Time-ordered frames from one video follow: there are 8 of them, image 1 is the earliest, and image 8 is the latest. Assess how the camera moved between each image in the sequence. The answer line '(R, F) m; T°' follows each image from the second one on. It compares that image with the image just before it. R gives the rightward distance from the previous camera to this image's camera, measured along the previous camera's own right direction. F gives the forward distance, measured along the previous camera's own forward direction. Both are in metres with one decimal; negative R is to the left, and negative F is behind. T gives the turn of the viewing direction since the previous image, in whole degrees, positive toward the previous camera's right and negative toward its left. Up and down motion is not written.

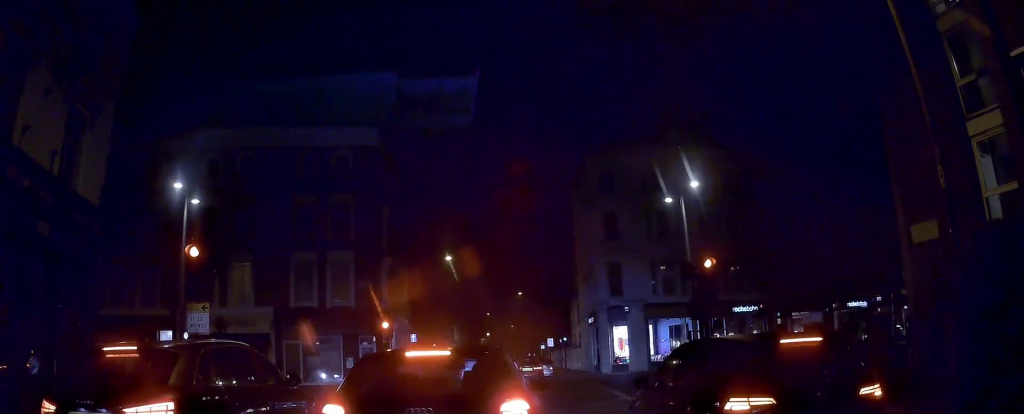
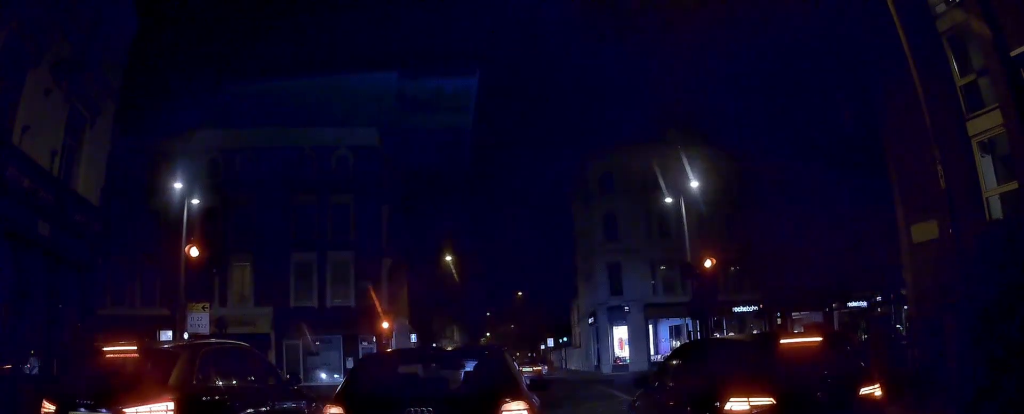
(0.0, 0.0) m; 0°
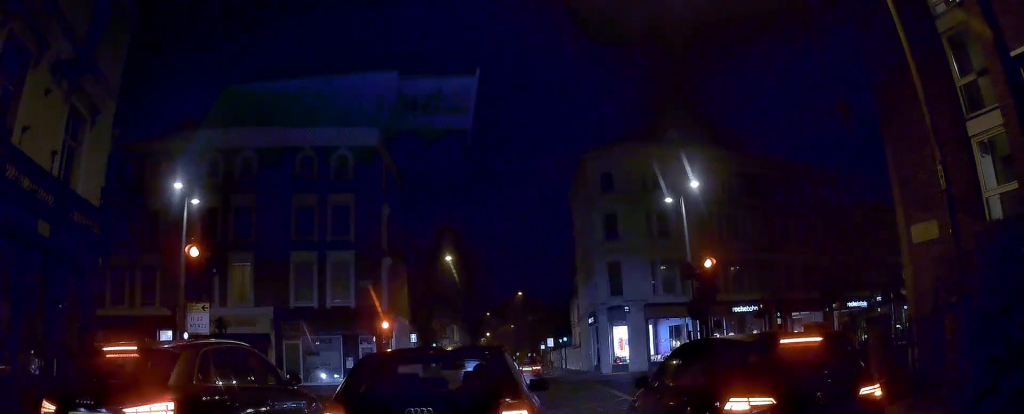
(0.0, +0.2) m; 0°
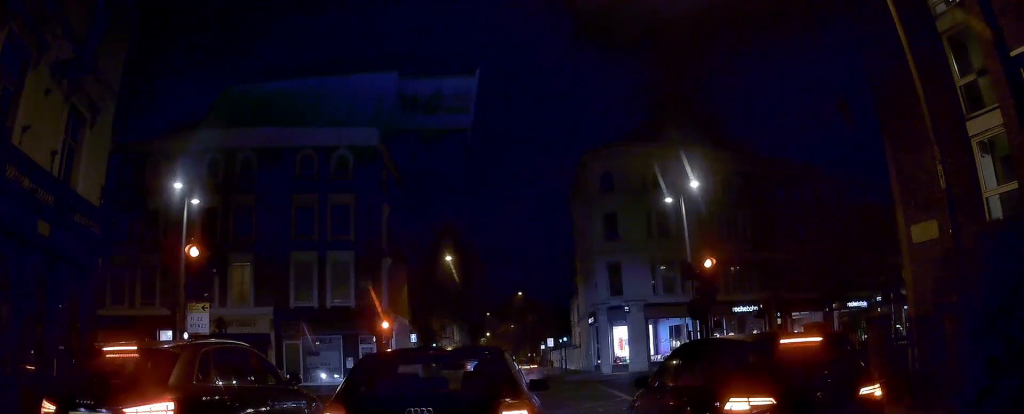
(0.0, +0.3) m; 0°
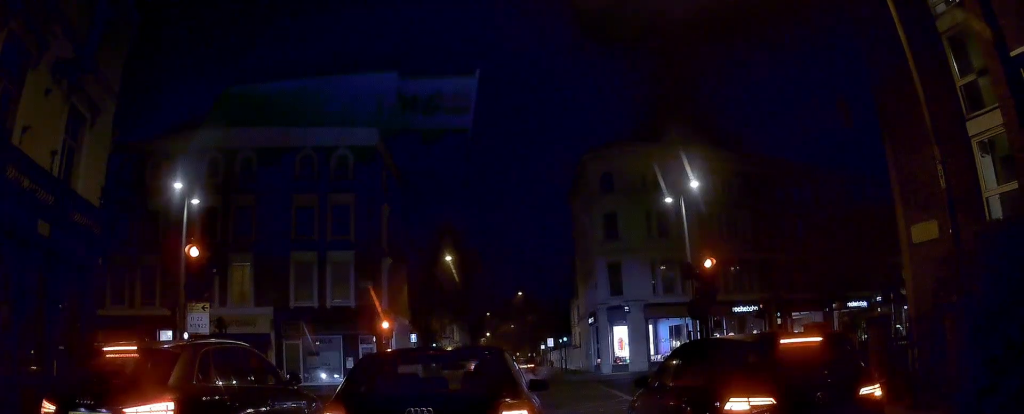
(0.0, +0.2) m; 0°
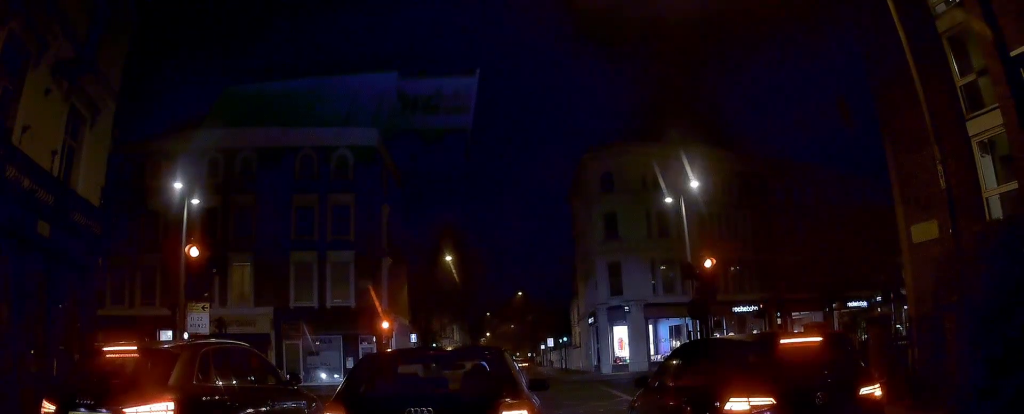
(0.0, +0.4) m; 0°
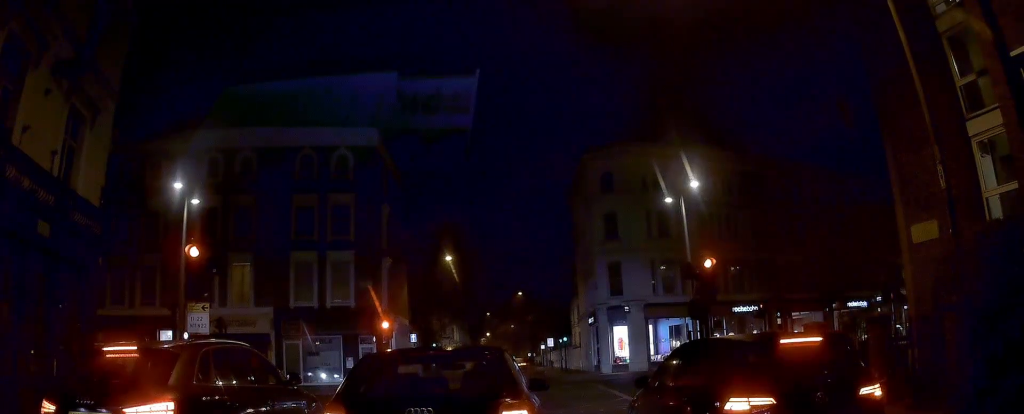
(0.0, 0.0) m; 0°
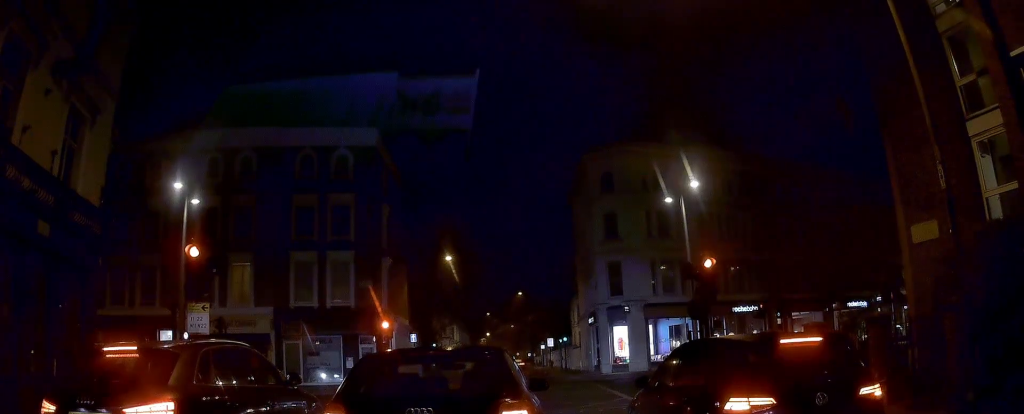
(0.0, +0.3) m; 0°
